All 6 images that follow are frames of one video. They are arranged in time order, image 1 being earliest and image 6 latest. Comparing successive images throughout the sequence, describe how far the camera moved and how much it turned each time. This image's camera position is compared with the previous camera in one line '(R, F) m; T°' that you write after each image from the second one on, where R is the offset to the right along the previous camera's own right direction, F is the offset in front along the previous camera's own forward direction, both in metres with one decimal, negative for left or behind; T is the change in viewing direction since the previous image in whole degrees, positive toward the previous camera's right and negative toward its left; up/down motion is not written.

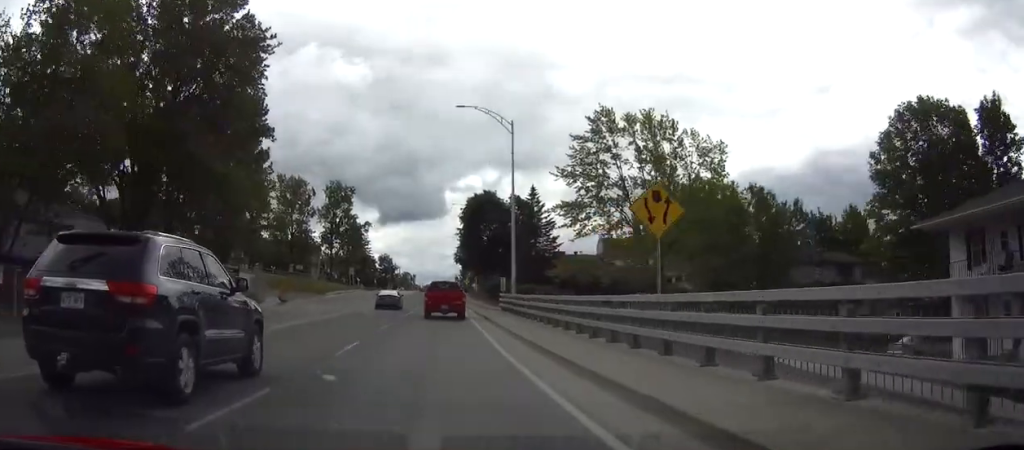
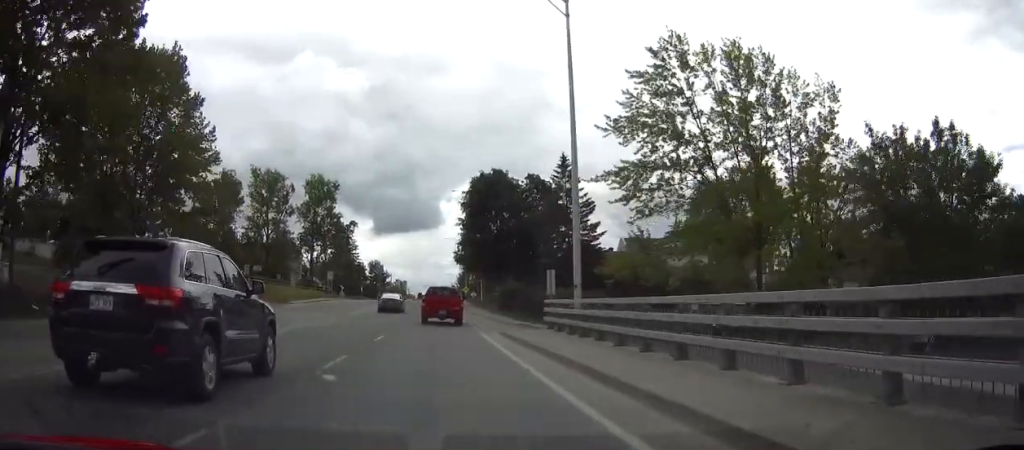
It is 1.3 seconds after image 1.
(+0.2, +20.4) m; +1°
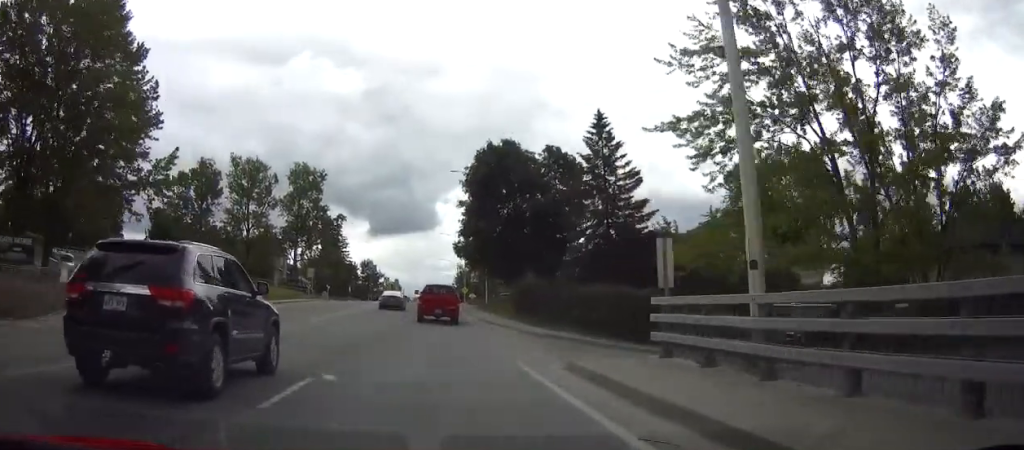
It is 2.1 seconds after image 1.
(+0.1, +13.2) m; 0°
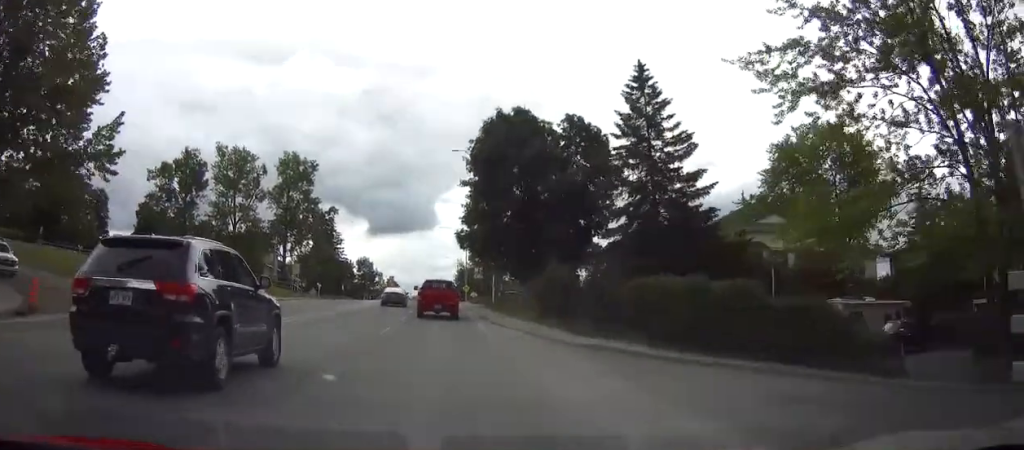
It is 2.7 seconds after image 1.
(-0.1, +8.9) m; 0°
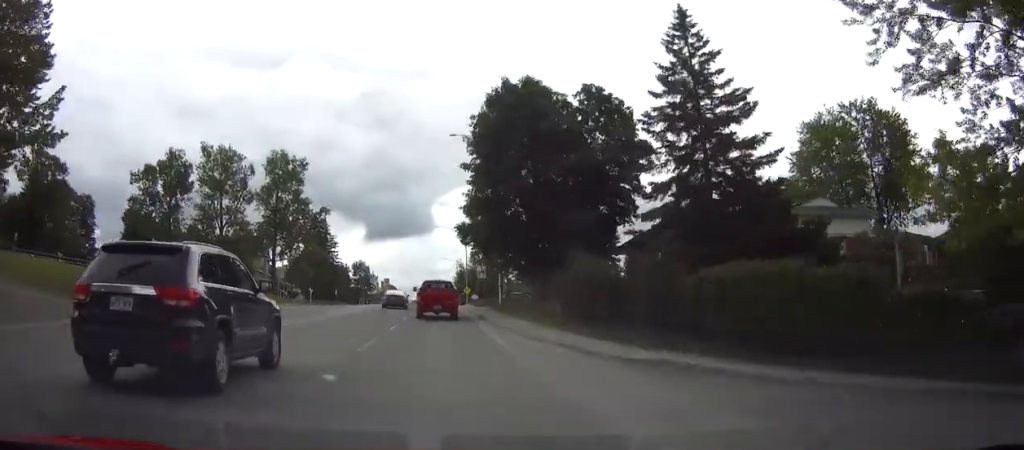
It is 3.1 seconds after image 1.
(0.0, +6.8) m; 0°
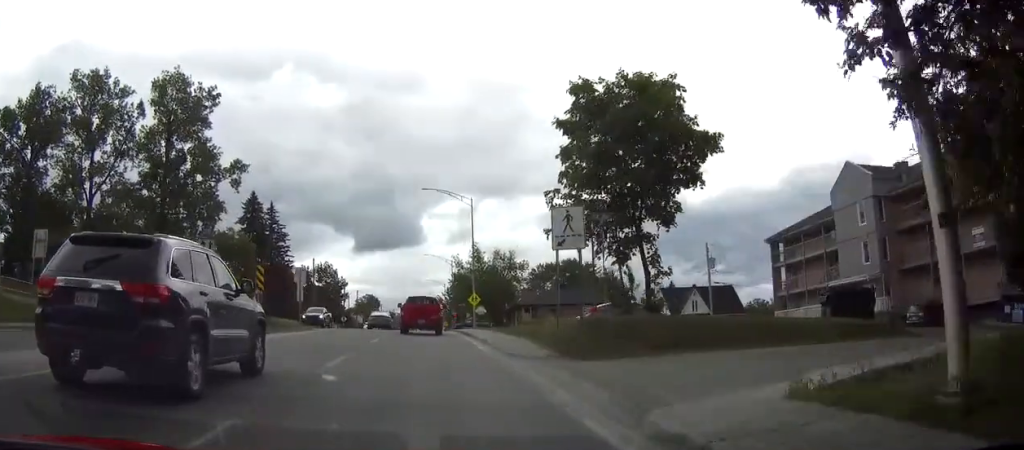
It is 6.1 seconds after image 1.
(+1.0, +46.4) m; +1°
